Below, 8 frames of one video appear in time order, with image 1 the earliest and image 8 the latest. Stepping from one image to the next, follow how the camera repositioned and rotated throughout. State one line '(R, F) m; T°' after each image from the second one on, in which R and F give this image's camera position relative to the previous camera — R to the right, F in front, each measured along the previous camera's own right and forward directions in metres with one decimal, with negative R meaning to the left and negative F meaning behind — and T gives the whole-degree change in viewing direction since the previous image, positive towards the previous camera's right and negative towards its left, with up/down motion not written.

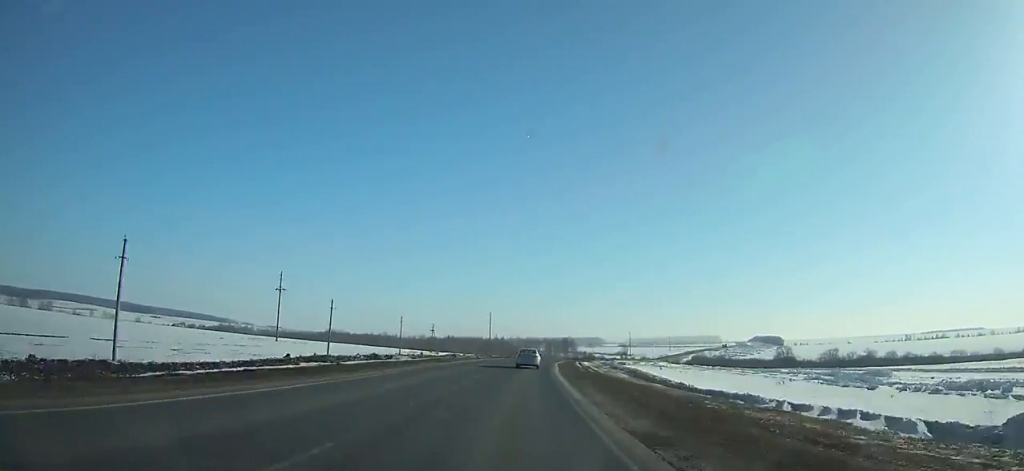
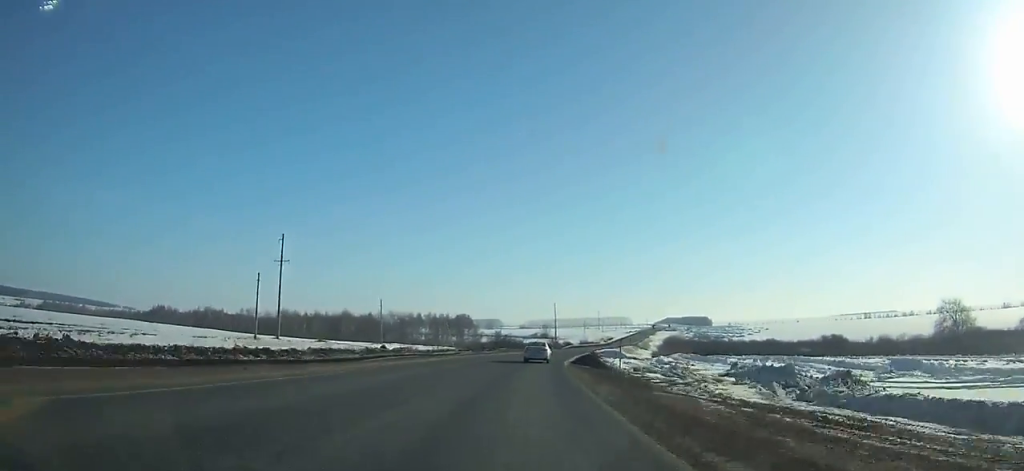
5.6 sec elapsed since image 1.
(+12.3, +150.9) m; +11°
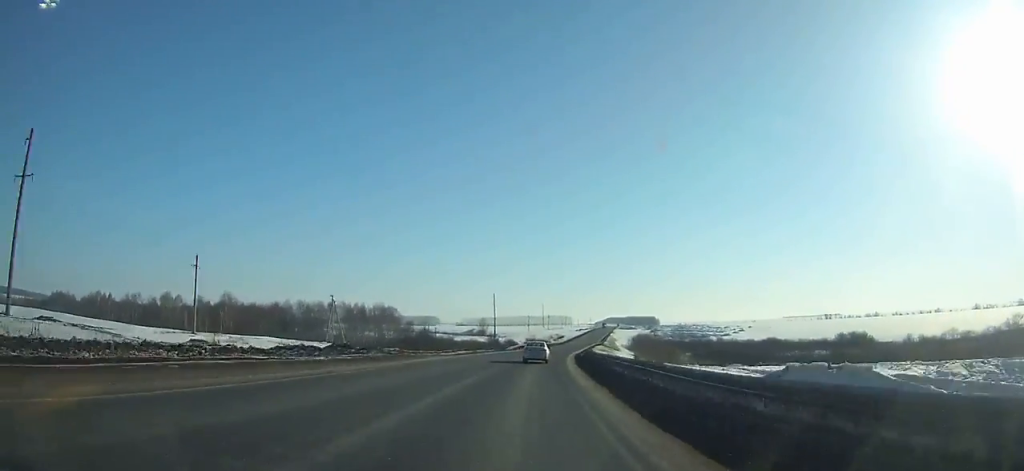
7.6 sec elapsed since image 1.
(+1.8, +53.3) m; +5°
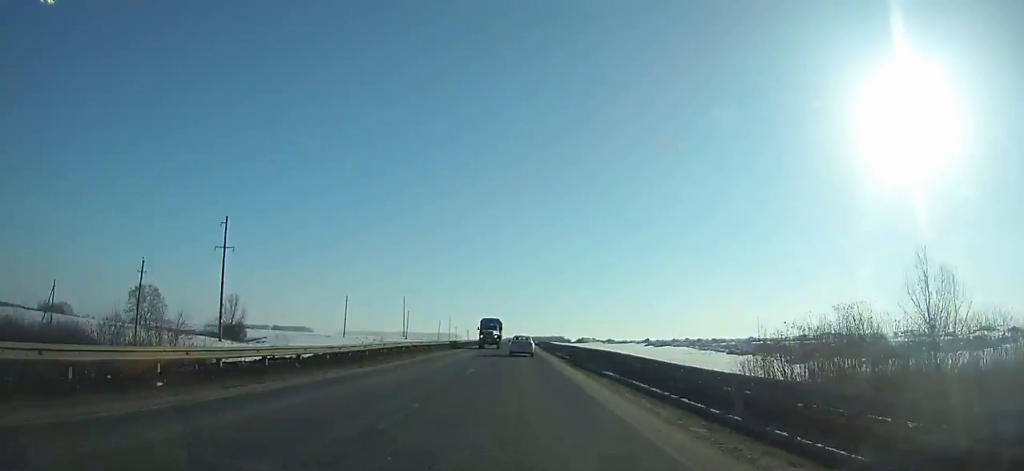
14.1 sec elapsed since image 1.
(+18.3, +171.8) m; +8°
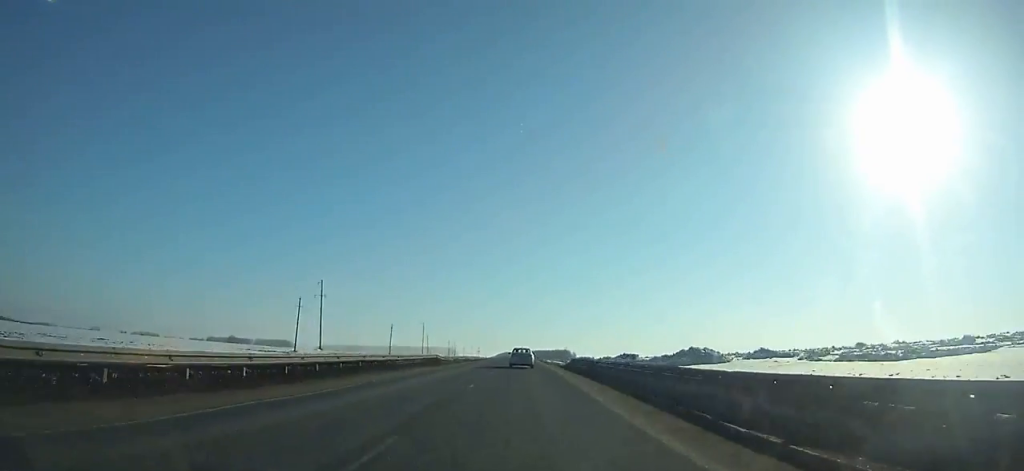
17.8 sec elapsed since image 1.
(+0.3, +98.5) m; 0°
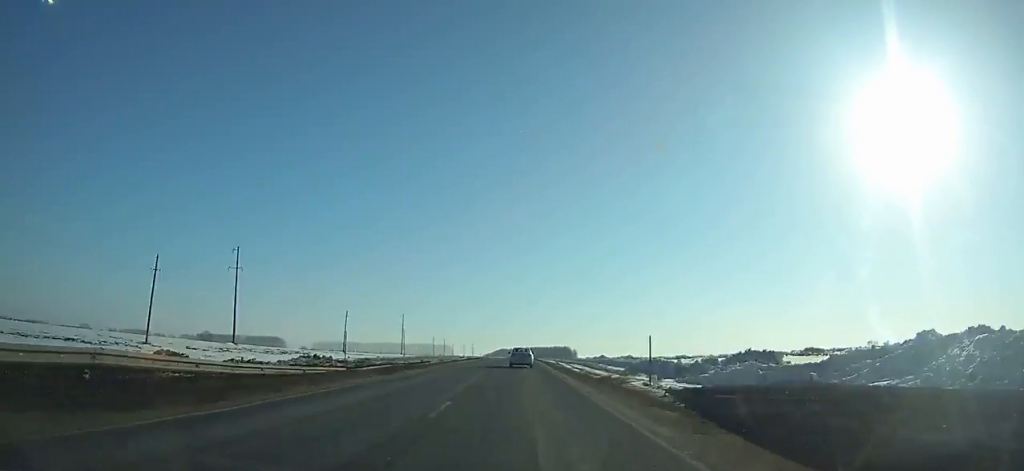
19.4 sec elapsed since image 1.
(0.0, +42.6) m; 0°
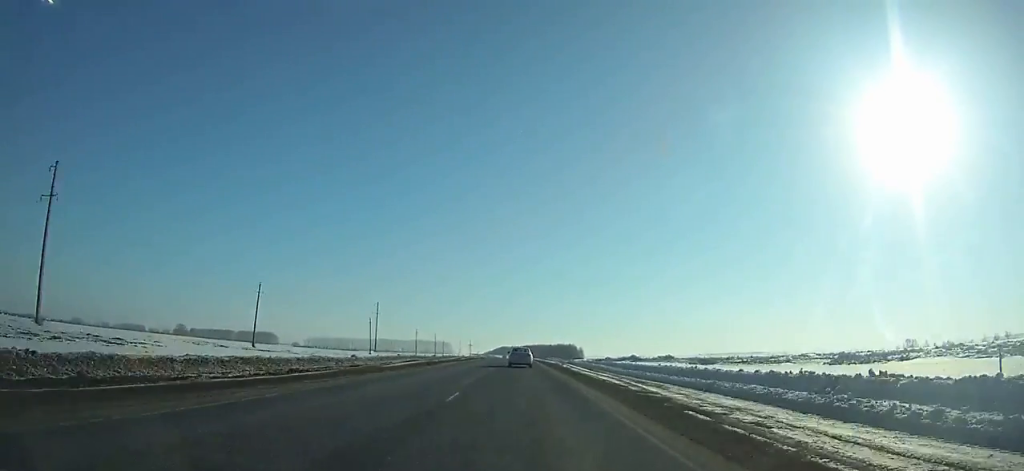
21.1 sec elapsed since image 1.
(+0.2, +45.3) m; 0°
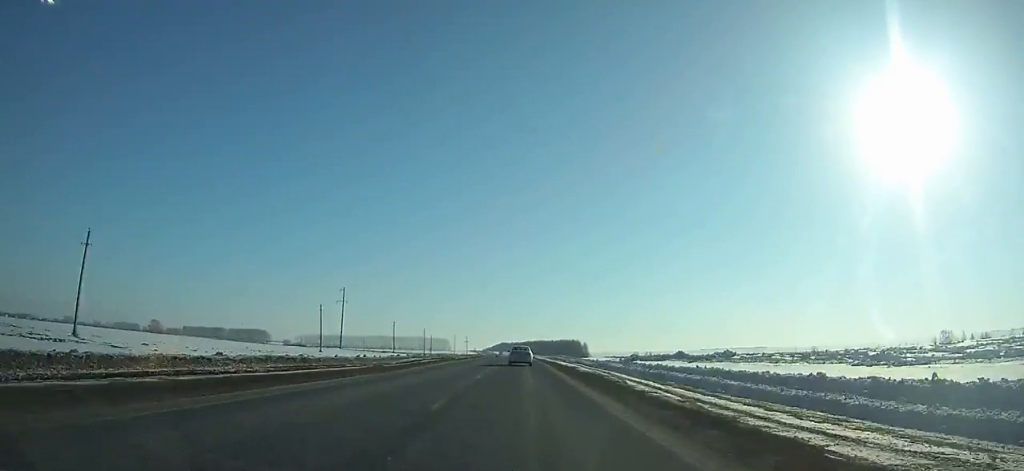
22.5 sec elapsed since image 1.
(0.0, +37.4) m; 0°
